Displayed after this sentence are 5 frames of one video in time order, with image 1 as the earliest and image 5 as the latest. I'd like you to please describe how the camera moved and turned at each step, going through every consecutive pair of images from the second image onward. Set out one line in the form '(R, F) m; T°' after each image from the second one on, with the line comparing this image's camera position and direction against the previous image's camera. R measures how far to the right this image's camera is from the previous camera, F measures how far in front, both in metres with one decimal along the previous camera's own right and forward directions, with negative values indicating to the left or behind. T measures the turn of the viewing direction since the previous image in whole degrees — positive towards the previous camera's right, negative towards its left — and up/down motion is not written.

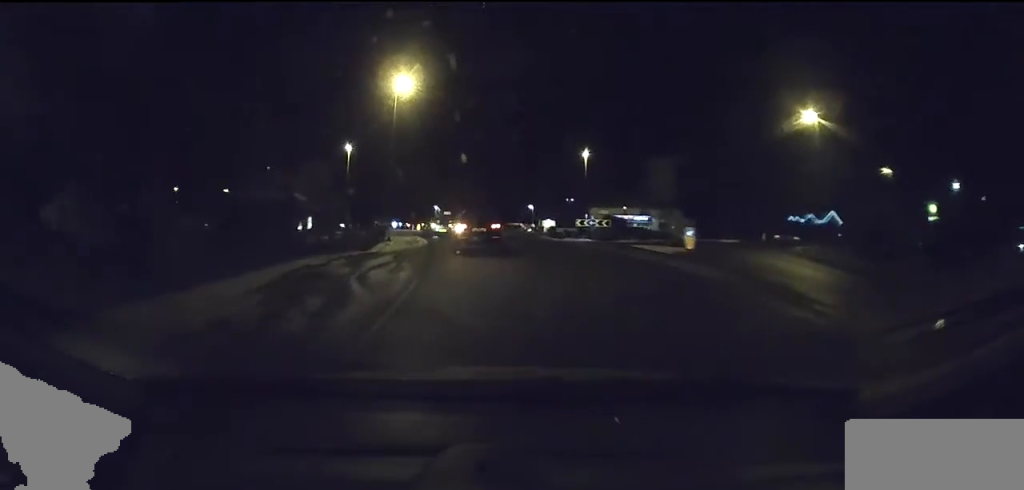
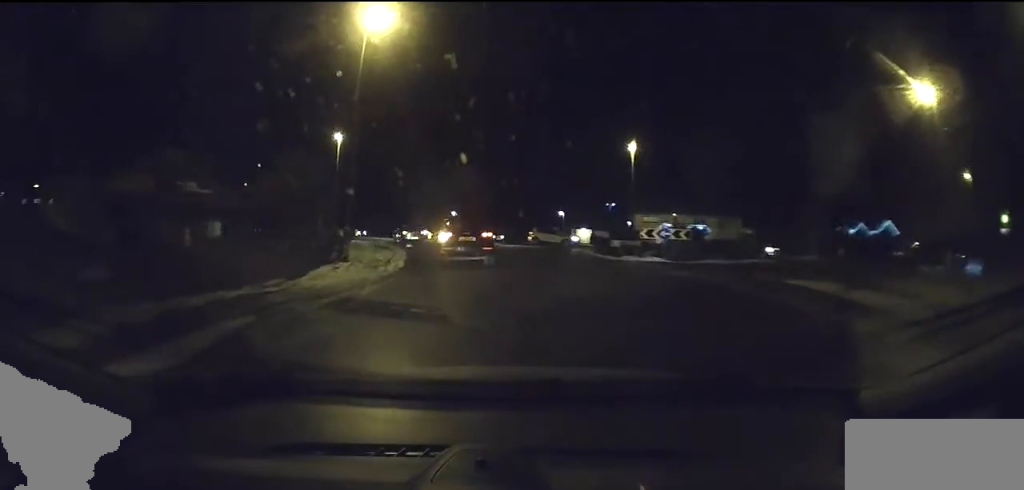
(-0.1, +10.7) m; -3°
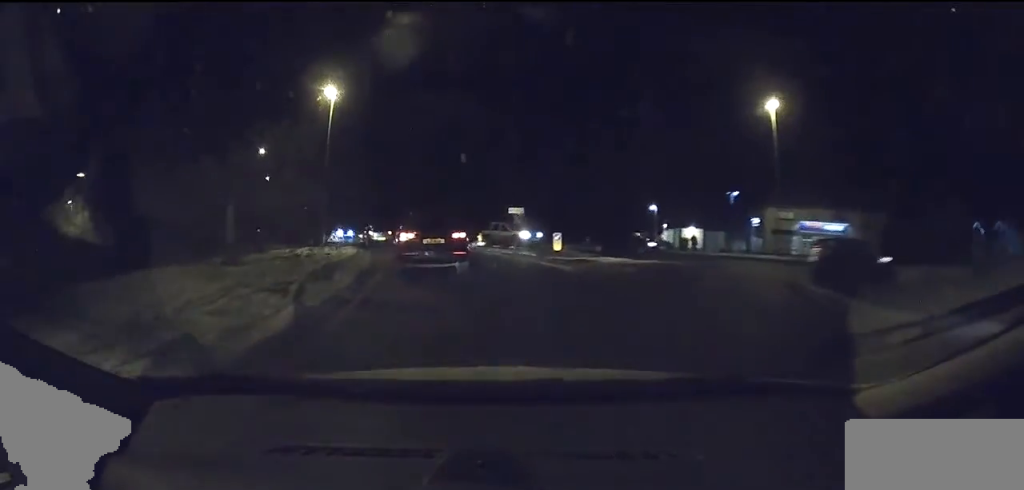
(-1.3, +14.9) m; -10°
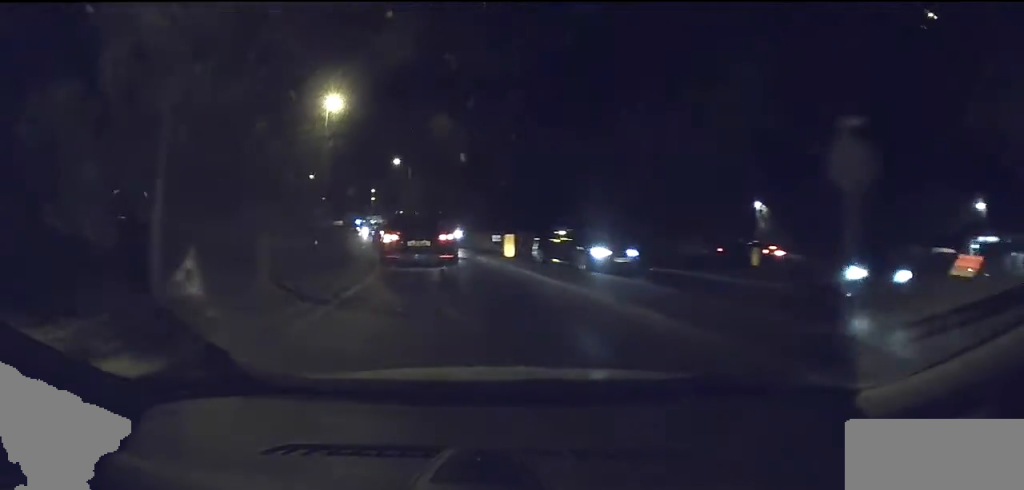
(-3.5, +23.3) m; -17°
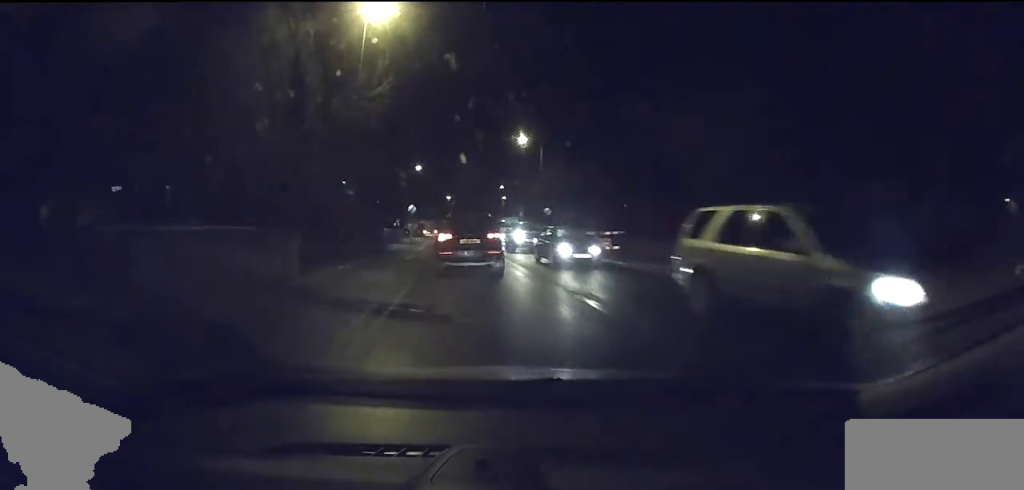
(-3.0, +16.1) m; -18°
